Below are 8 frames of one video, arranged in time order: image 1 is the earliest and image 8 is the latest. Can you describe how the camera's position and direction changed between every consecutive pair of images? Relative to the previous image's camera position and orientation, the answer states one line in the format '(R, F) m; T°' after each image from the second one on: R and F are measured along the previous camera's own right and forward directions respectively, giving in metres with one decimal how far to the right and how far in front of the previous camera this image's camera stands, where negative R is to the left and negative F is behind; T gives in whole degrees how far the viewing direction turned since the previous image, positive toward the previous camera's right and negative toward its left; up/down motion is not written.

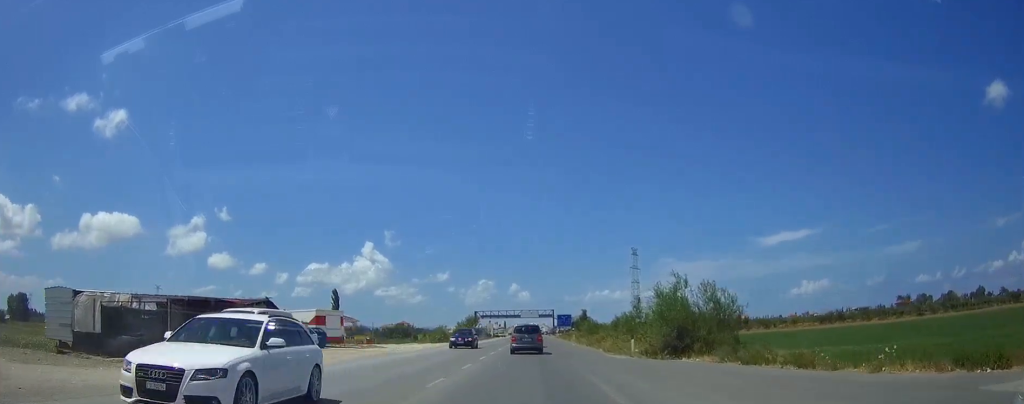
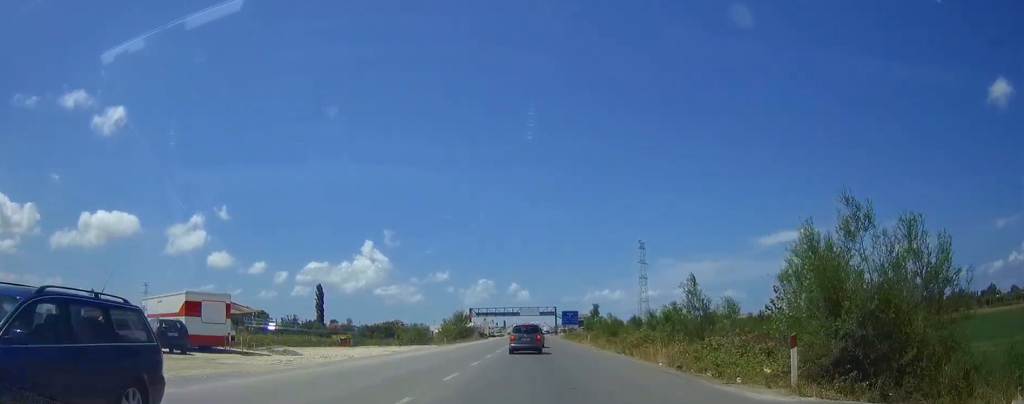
(+0.3, +19.5) m; +1°
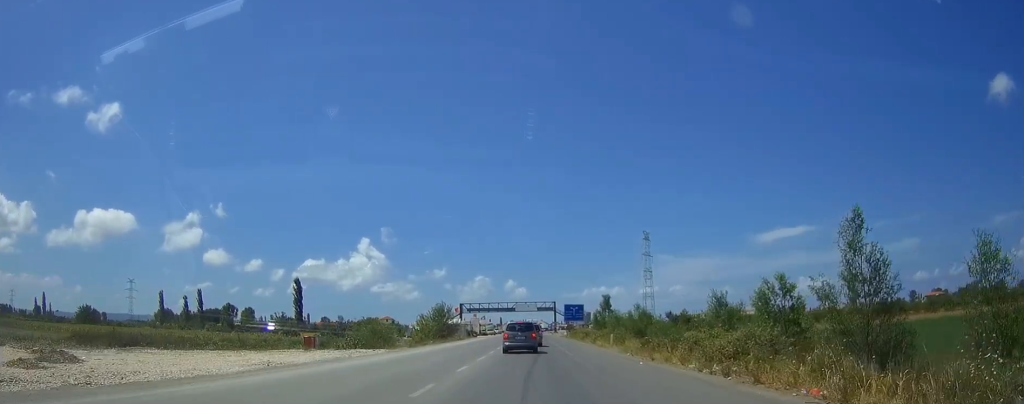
(0.0, +18.3) m; 0°
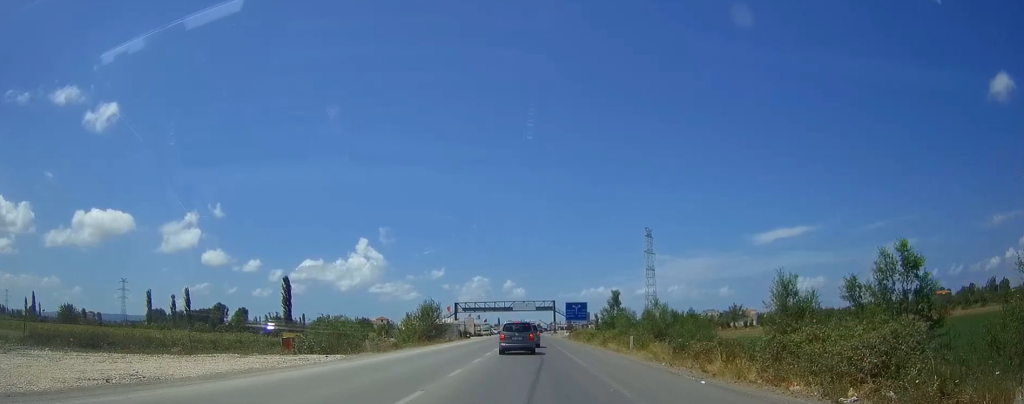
(0.0, +9.9) m; 0°
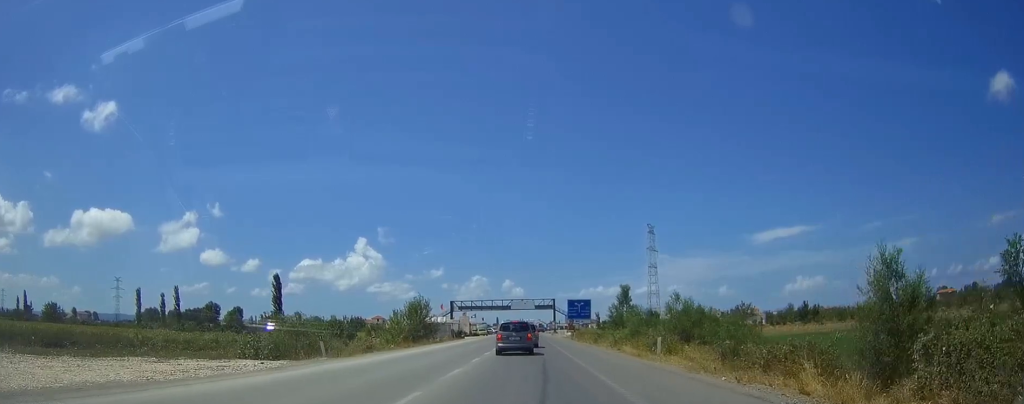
(0.0, +8.2) m; 0°
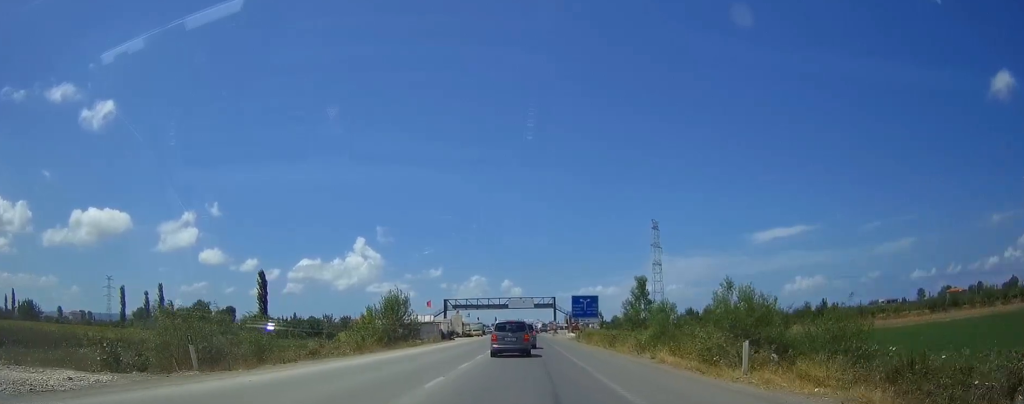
(0.0, +11.5) m; 0°
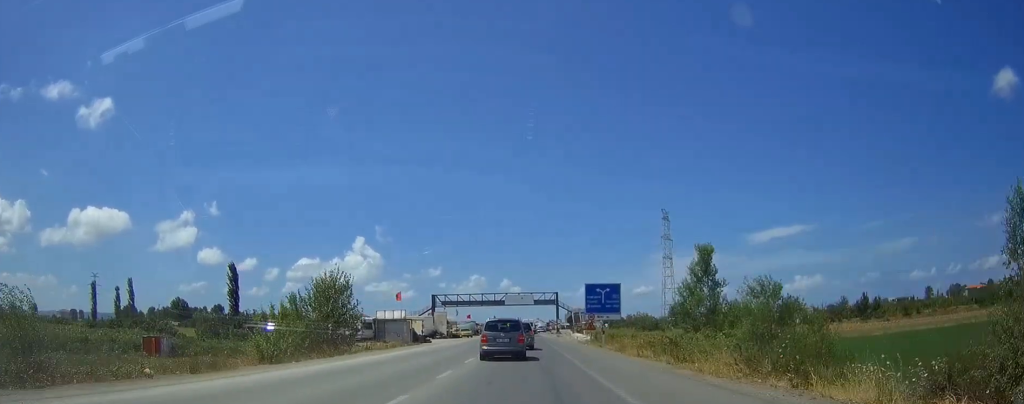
(+0.2, +19.9) m; +1°
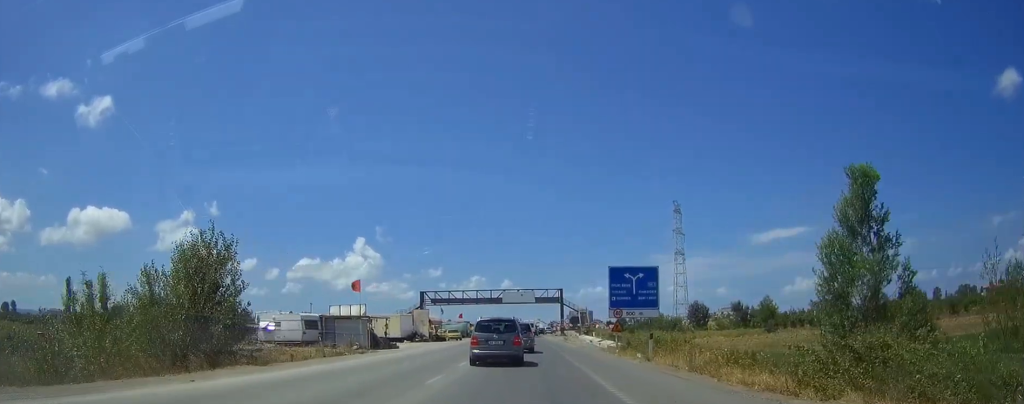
(-0.1, +16.9) m; -1°
